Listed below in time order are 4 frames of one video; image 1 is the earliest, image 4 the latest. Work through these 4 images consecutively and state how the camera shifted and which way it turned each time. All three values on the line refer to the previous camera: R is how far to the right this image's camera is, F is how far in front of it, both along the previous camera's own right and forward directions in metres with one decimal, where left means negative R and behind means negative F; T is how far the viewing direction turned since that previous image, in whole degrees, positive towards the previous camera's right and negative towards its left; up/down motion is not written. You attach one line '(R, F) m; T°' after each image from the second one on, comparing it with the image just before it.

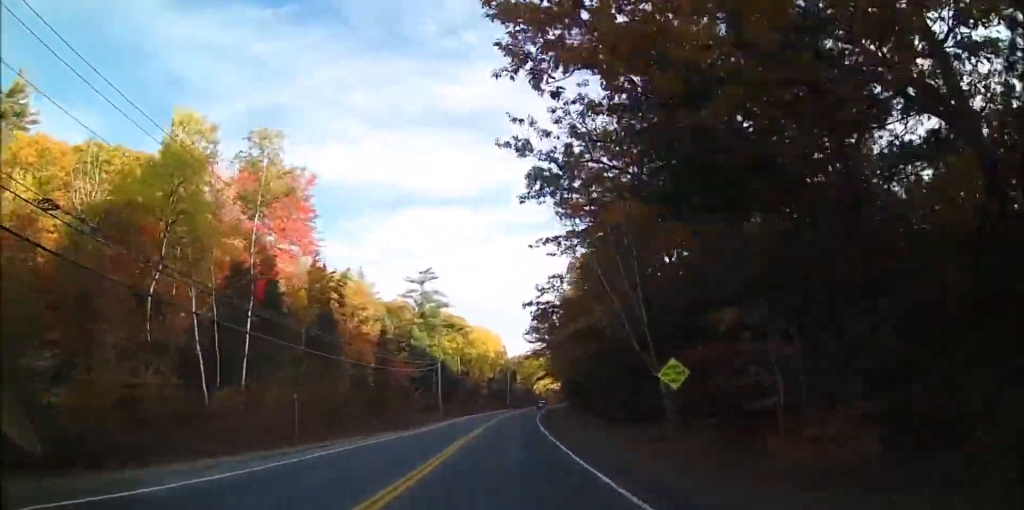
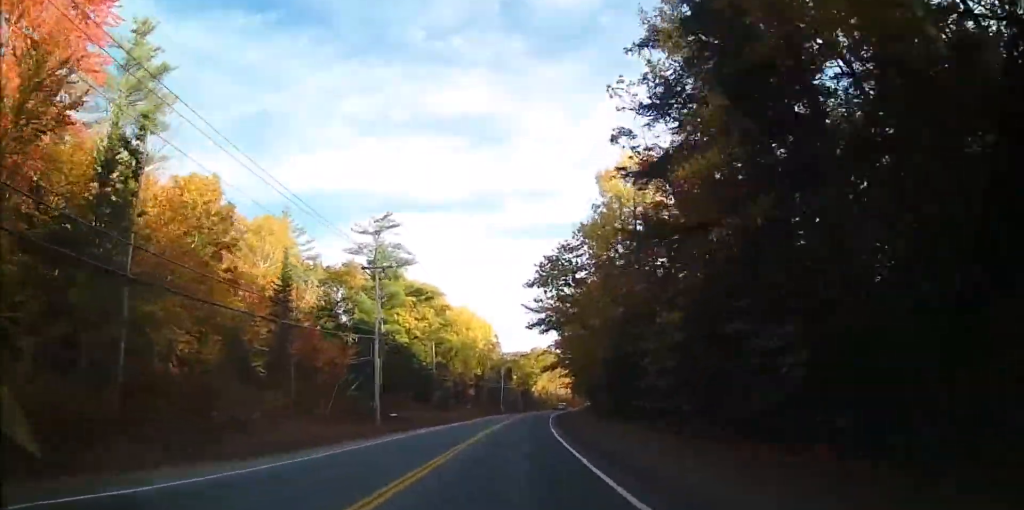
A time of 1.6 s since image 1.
(+0.5, +32.6) m; +1°
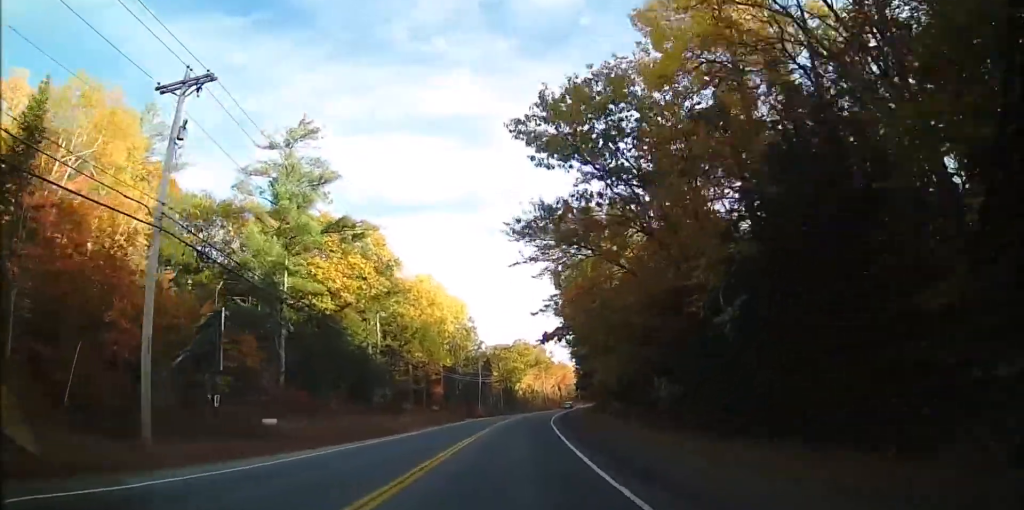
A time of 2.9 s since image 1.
(+0.1, +26.3) m; +1°
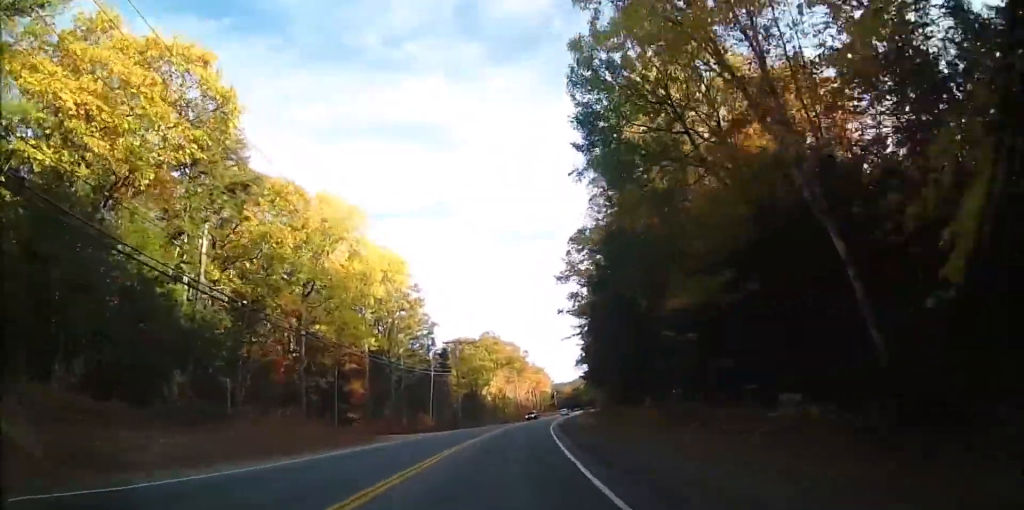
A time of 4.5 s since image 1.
(-0.1, +32.0) m; +1°
